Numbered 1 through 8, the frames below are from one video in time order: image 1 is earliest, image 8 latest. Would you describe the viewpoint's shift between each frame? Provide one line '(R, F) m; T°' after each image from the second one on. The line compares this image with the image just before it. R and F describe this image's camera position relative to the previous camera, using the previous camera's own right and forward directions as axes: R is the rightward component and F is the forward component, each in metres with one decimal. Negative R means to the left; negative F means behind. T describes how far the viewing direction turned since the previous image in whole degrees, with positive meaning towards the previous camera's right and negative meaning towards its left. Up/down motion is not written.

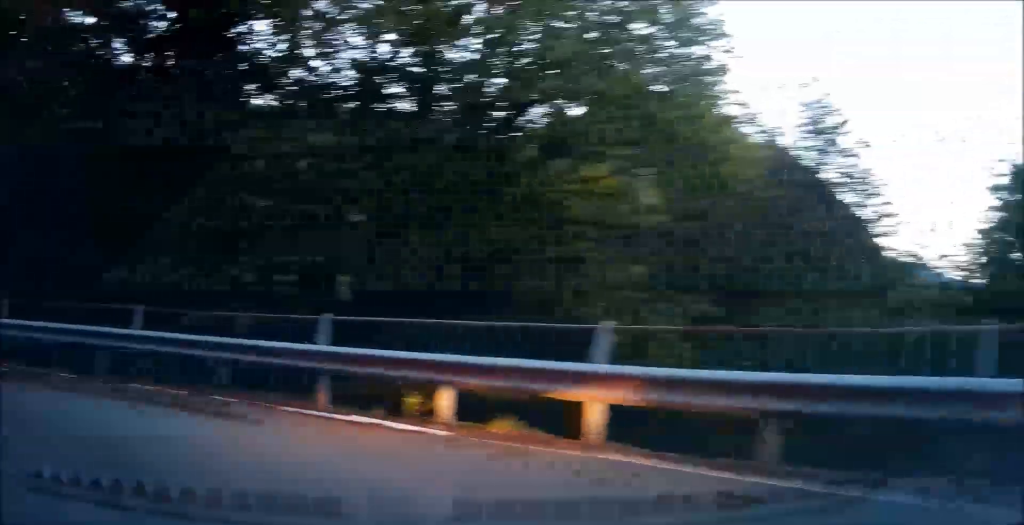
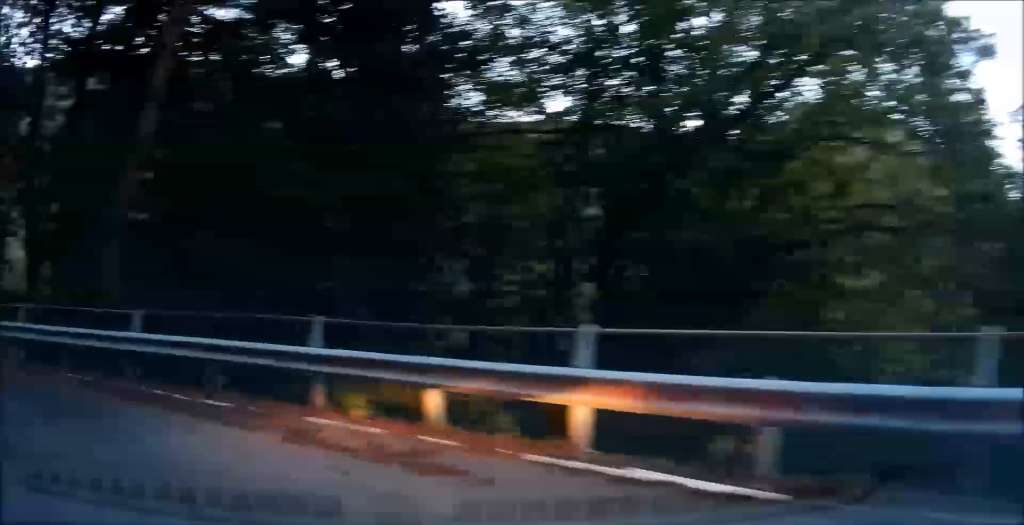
(-0.2, +1.2) m; -17°
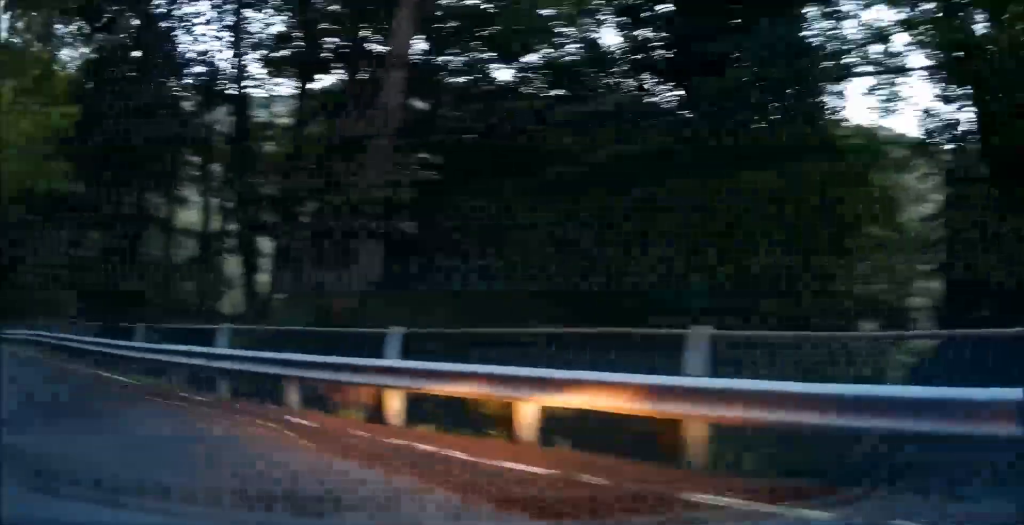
(-0.2, +1.7) m; -11°
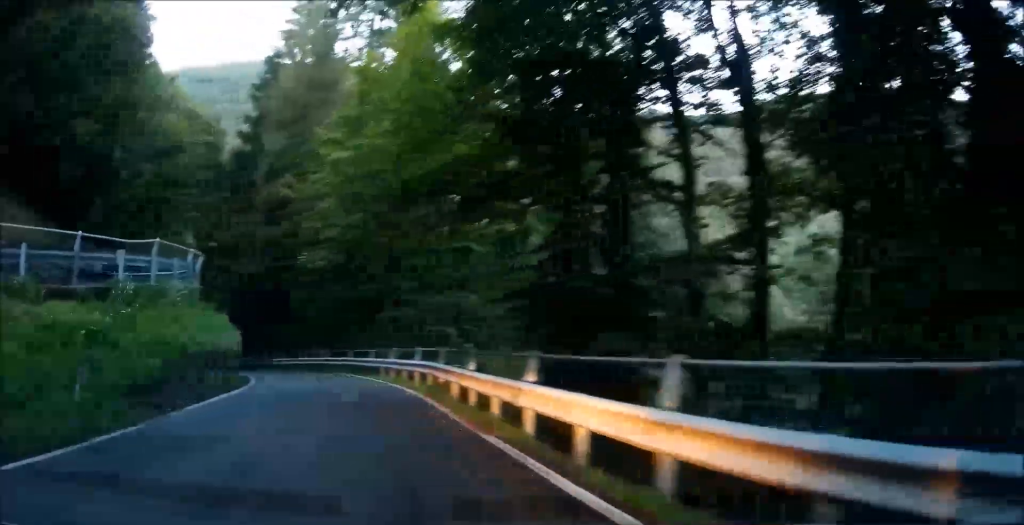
(-1.4, +5.5) m; -24°
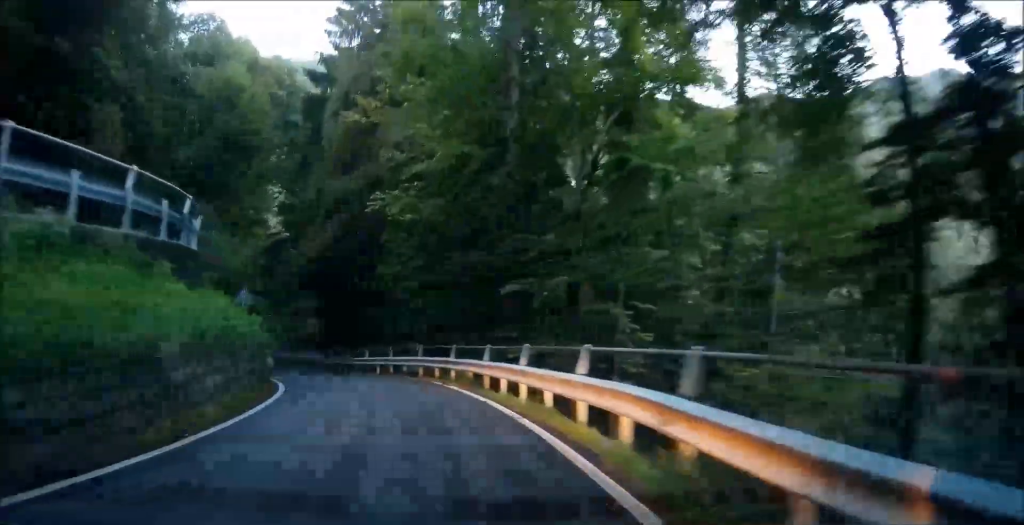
(-0.6, +6.9) m; -10°
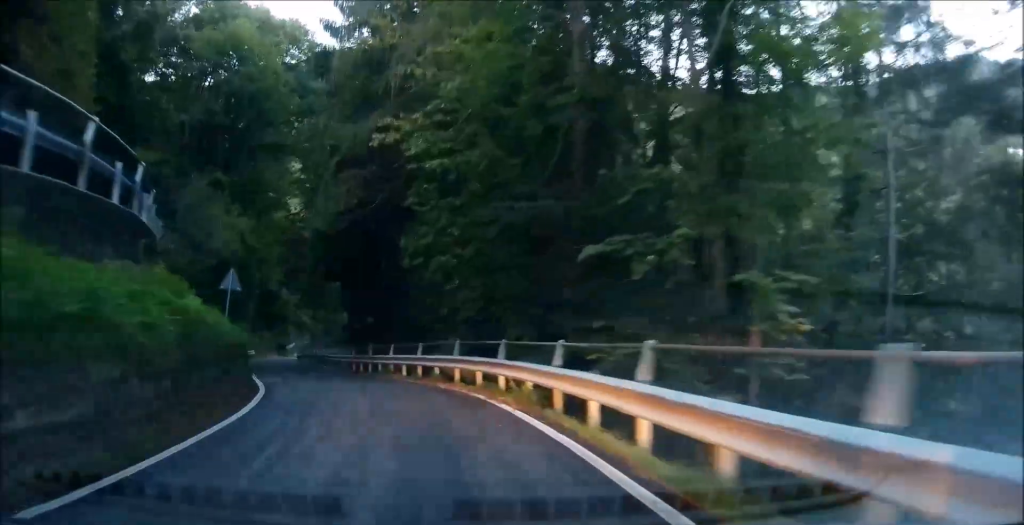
(-0.3, +4.5) m; -4°
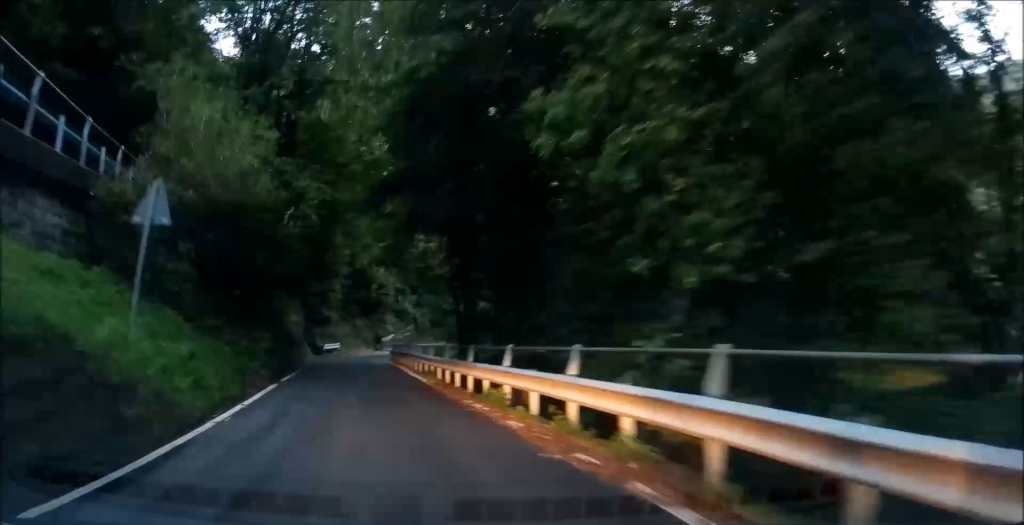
(-0.4, +9.3) m; -7°
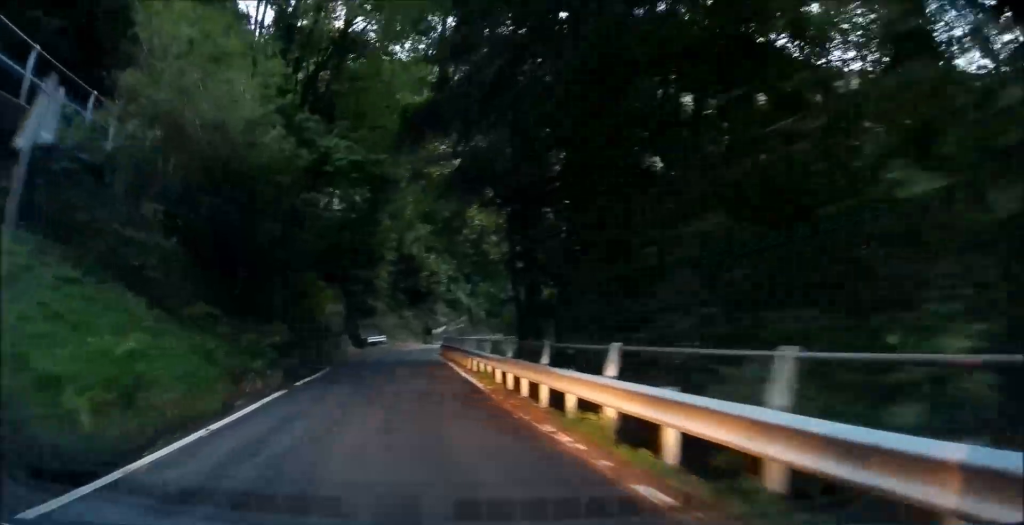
(-0.1, +3.5) m; -5°
